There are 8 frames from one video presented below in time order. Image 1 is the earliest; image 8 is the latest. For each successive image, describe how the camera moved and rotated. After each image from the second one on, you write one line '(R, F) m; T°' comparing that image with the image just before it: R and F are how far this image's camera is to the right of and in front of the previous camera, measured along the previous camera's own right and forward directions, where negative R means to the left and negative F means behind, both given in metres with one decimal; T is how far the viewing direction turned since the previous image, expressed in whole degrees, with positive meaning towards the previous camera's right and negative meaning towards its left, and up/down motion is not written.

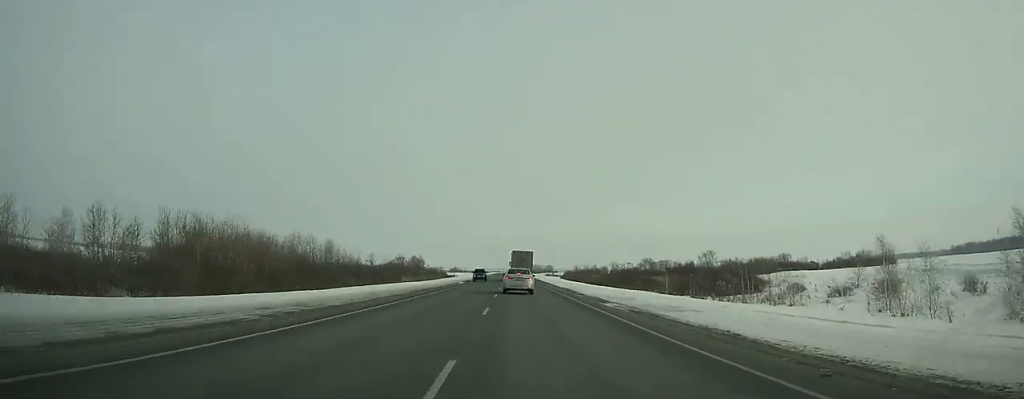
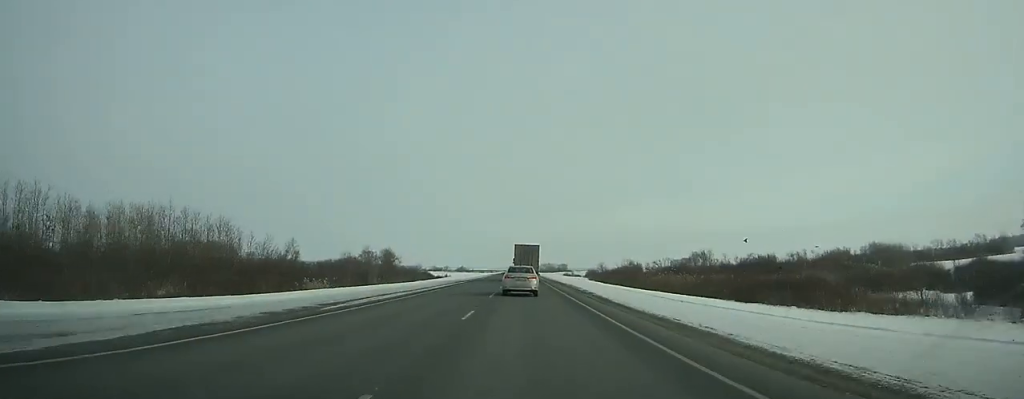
(-0.2, +60.4) m; 0°
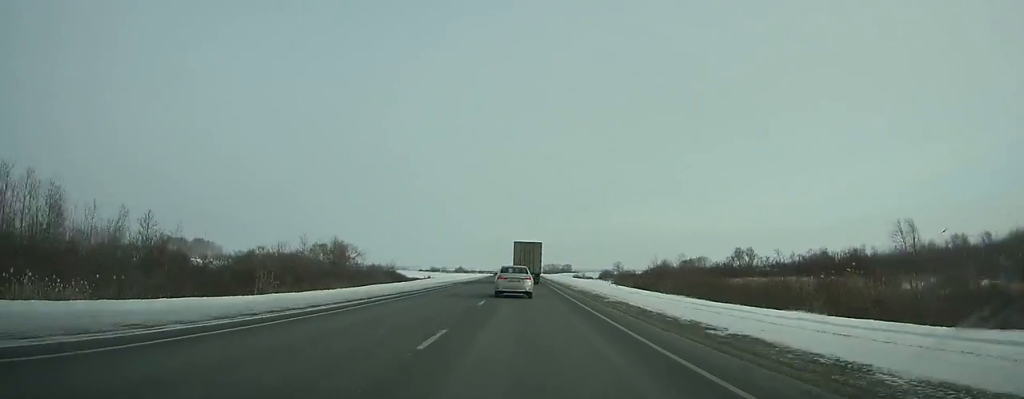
(-0.3, +41.3) m; 0°
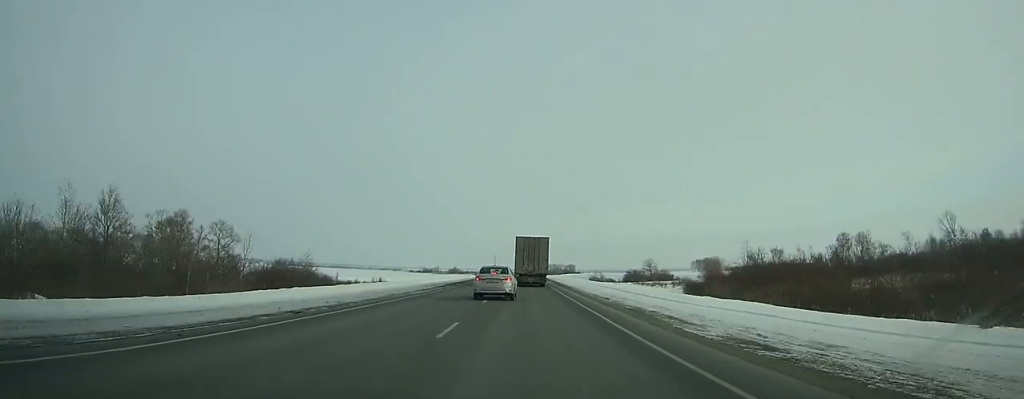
(0.0, +56.7) m; 0°
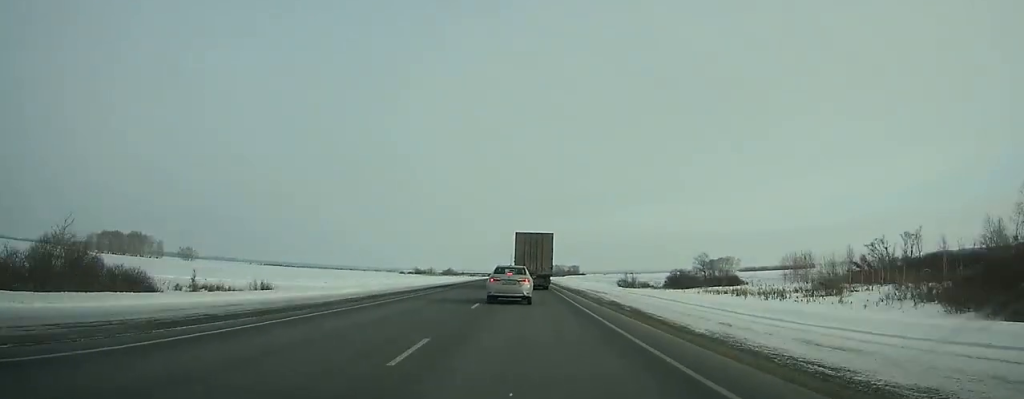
(0.0, +50.1) m; 0°
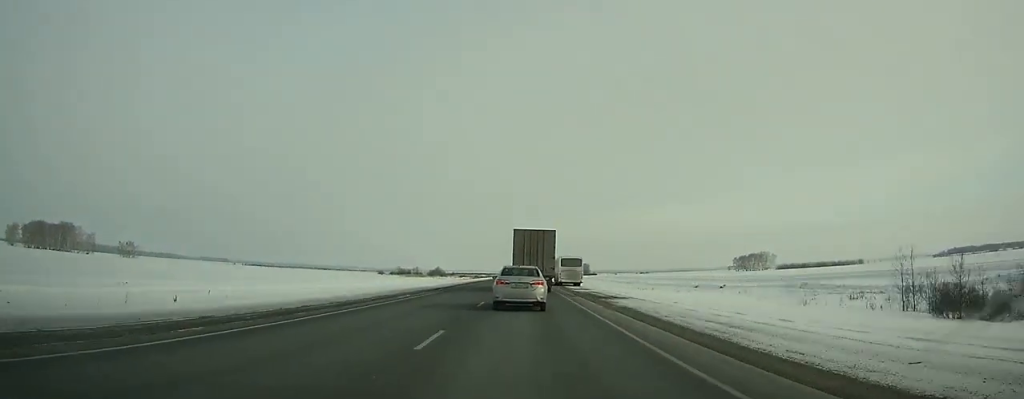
(0.0, +94.0) m; 0°
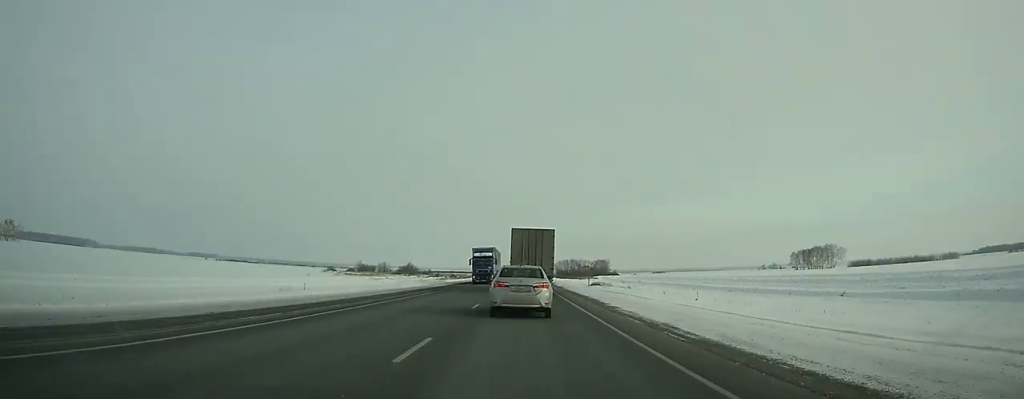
(-0.4, +135.4) m; 0°
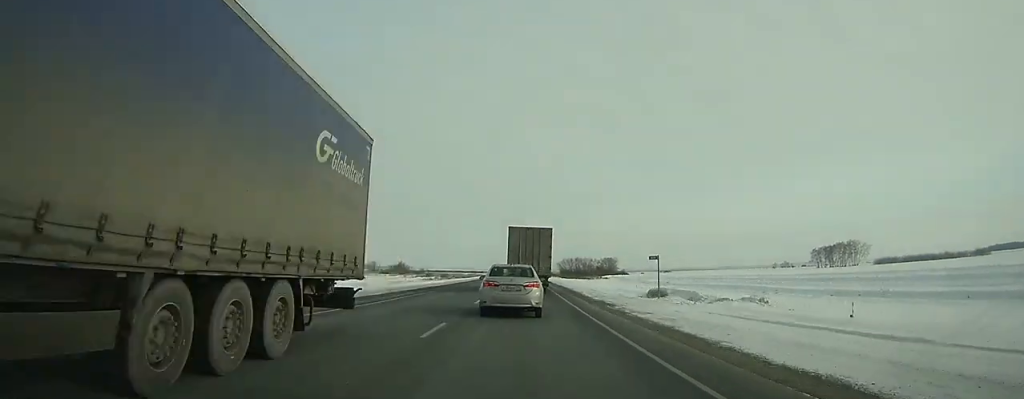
(0.0, +33.1) m; 0°
